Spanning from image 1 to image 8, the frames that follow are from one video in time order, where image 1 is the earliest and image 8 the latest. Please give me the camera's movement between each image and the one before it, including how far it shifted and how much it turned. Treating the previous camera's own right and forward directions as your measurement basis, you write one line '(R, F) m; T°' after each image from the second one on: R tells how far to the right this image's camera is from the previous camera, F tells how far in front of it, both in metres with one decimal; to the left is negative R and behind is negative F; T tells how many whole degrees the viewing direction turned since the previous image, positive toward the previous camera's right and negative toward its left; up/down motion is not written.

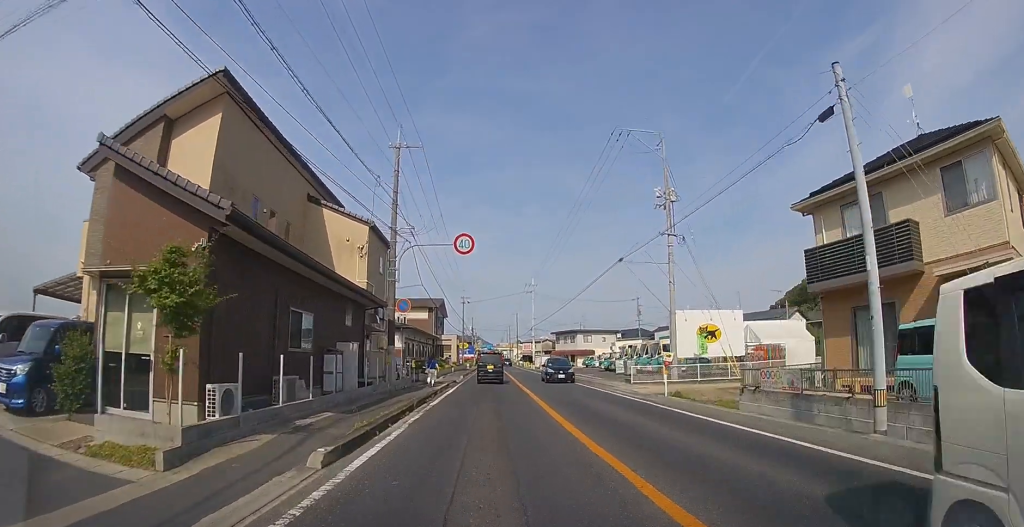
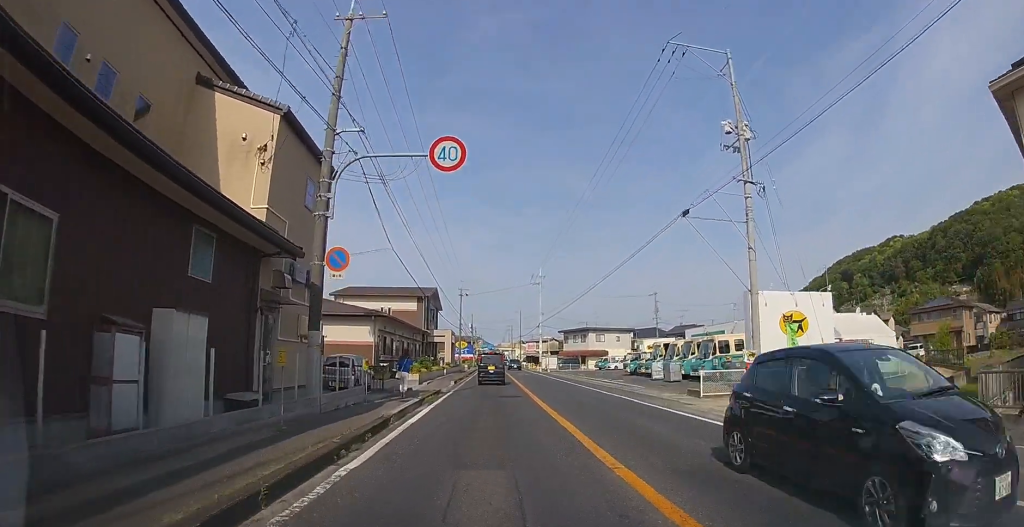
(0.0, +8.6) m; 0°
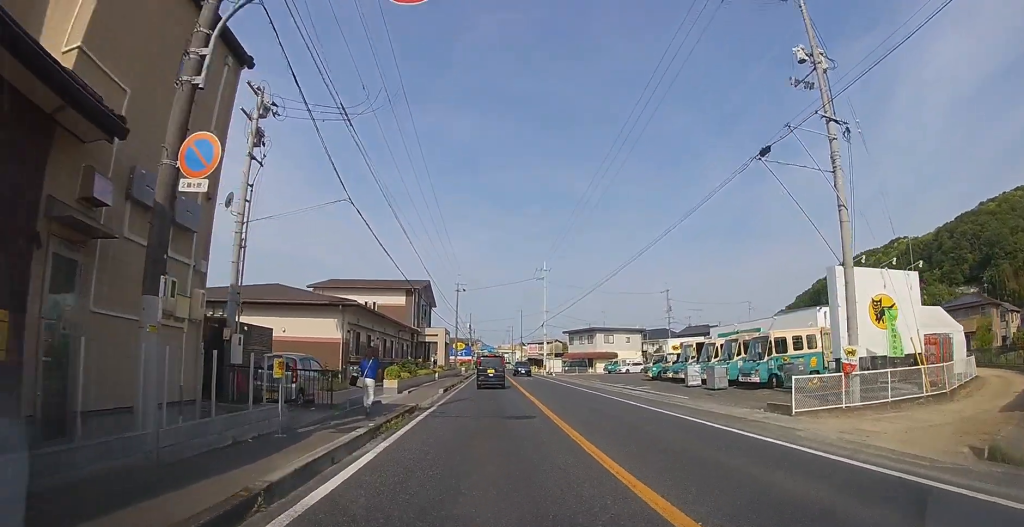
(0.0, +5.7) m; 0°
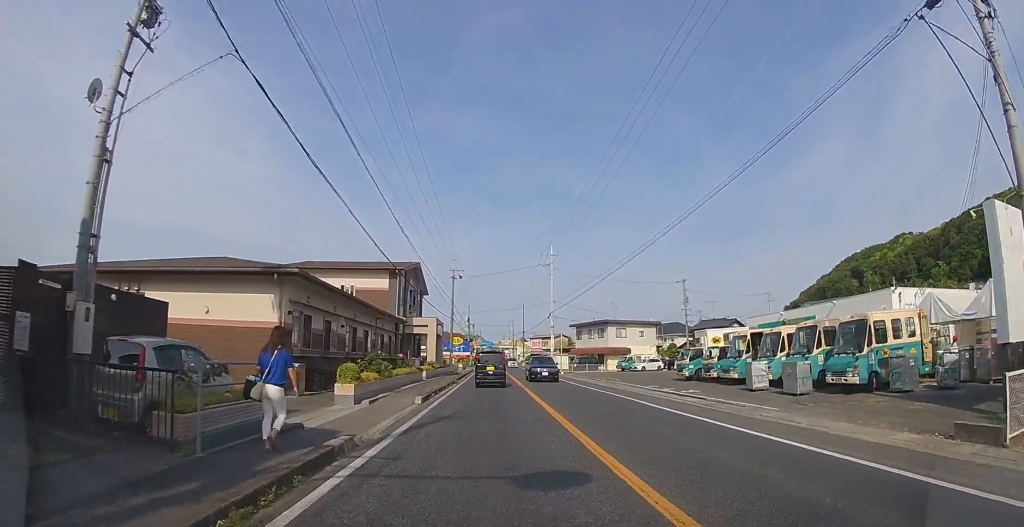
(-0.1, +6.5) m; 0°
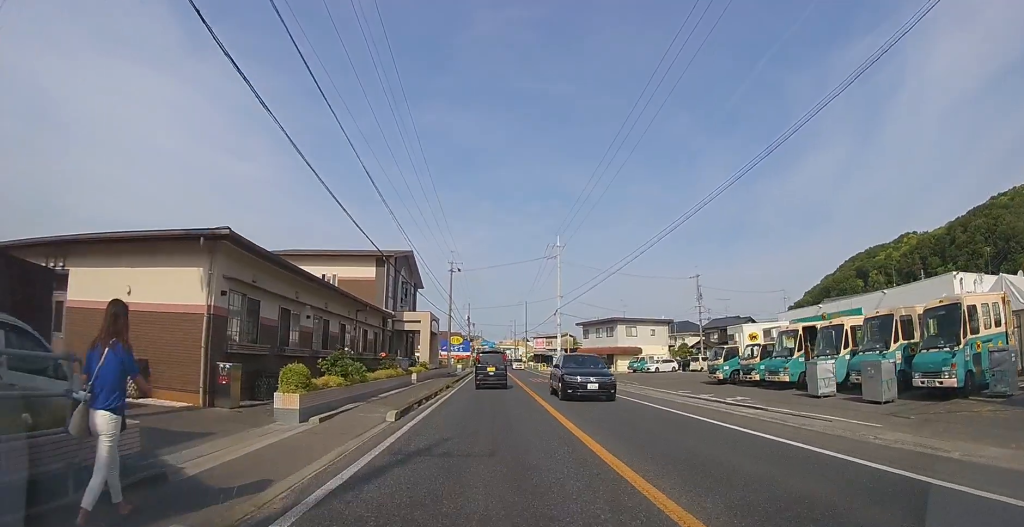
(0.0, +4.2) m; 0°
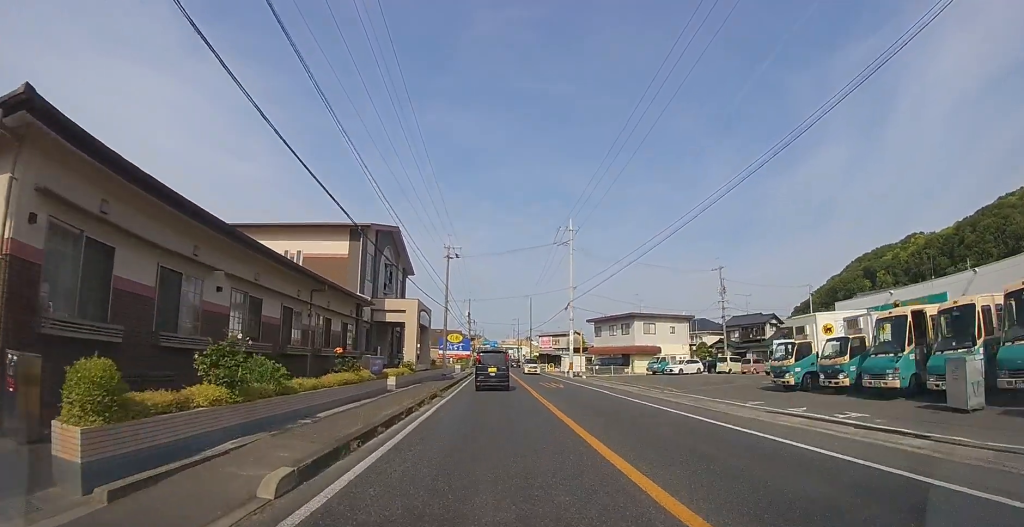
(+0.1, +5.8) m; +1°
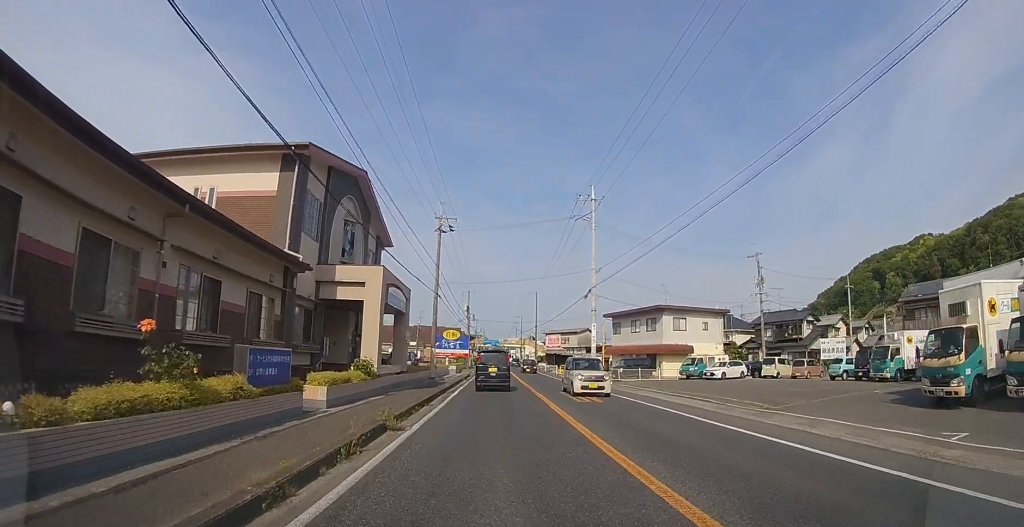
(0.0, +8.0) m; 0°
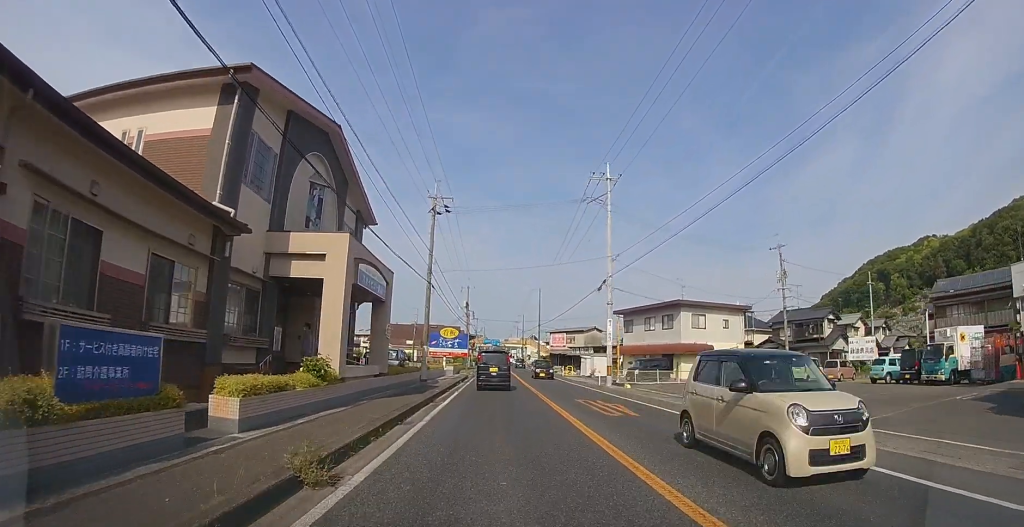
(0.0, +3.9) m; 0°
